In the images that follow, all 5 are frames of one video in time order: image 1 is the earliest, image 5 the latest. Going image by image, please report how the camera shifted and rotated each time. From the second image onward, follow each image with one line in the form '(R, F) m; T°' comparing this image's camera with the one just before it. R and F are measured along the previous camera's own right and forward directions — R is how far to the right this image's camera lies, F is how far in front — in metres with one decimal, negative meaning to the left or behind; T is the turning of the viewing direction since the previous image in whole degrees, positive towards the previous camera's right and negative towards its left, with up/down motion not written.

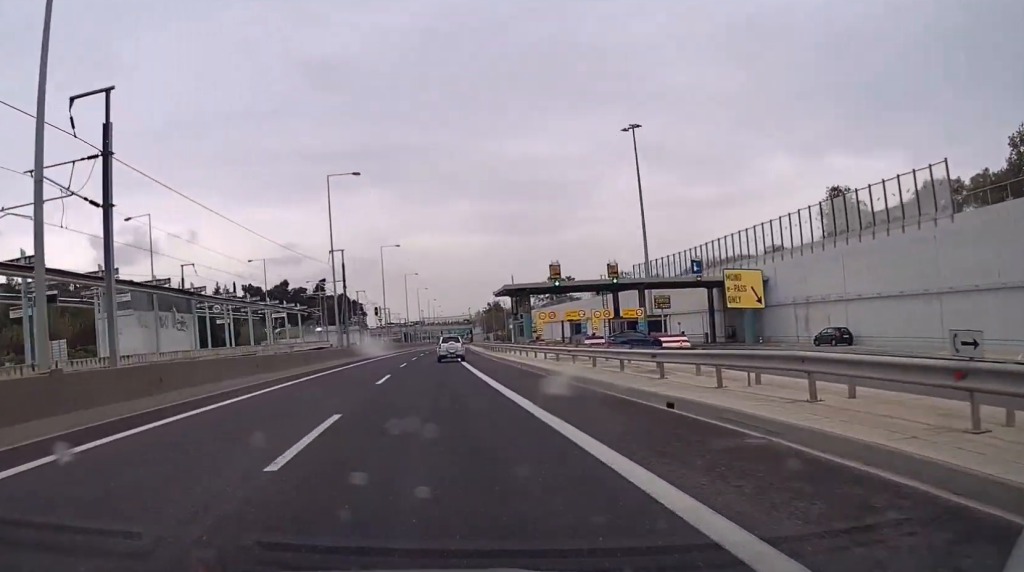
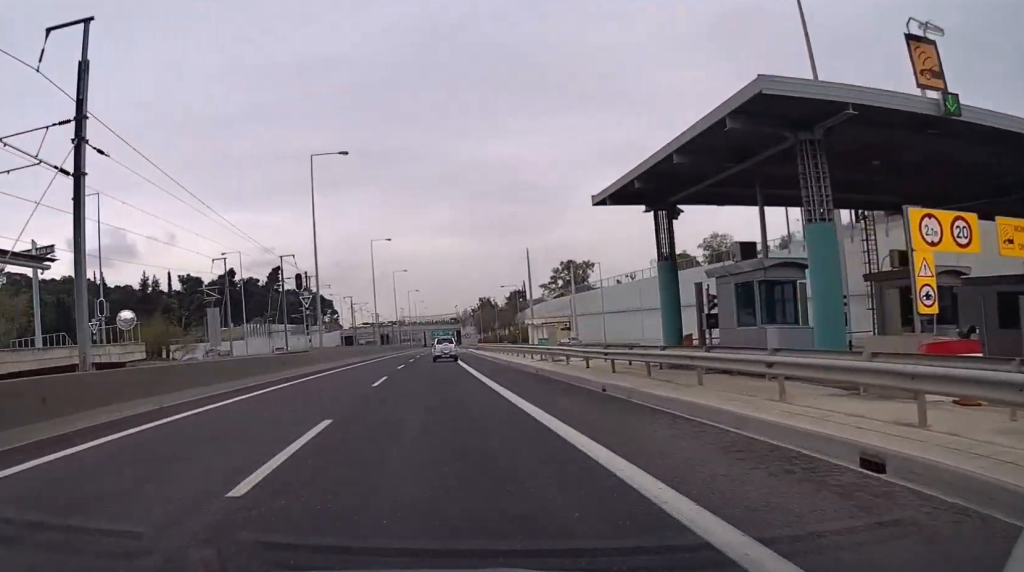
(+0.3, +55.3) m; +1°
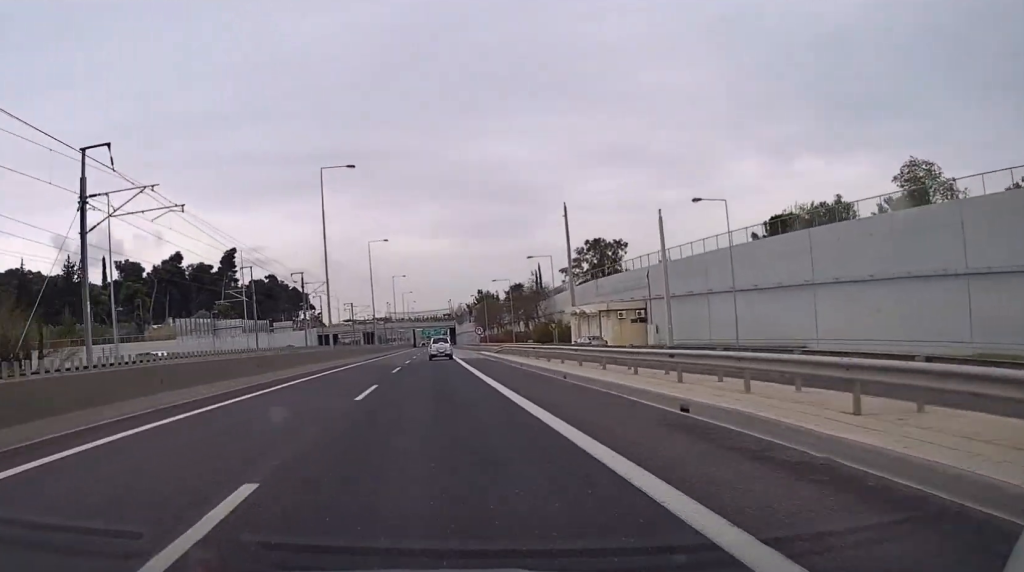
(+0.5, +42.5) m; +1°
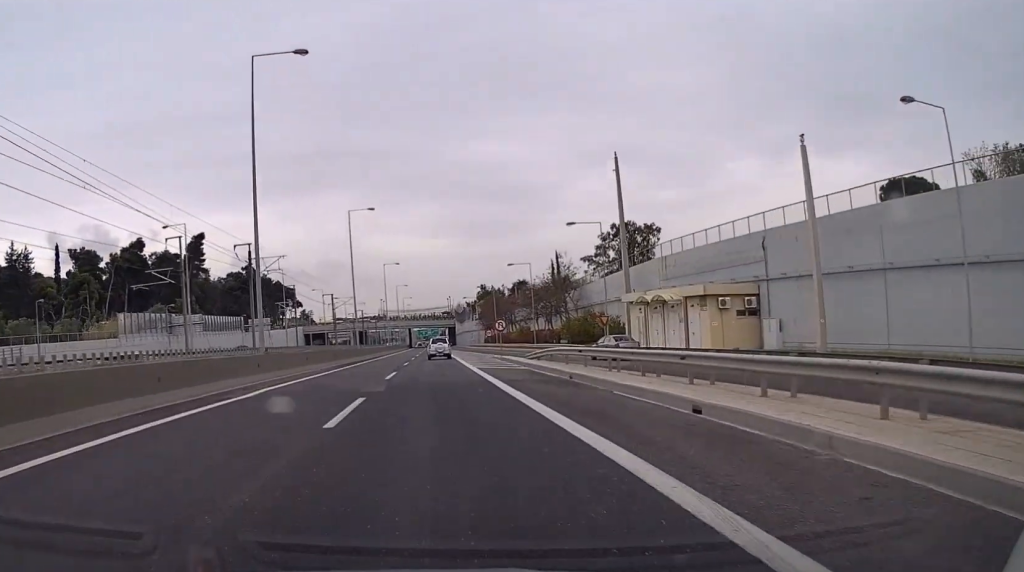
(+0.1, +24.7) m; 0°
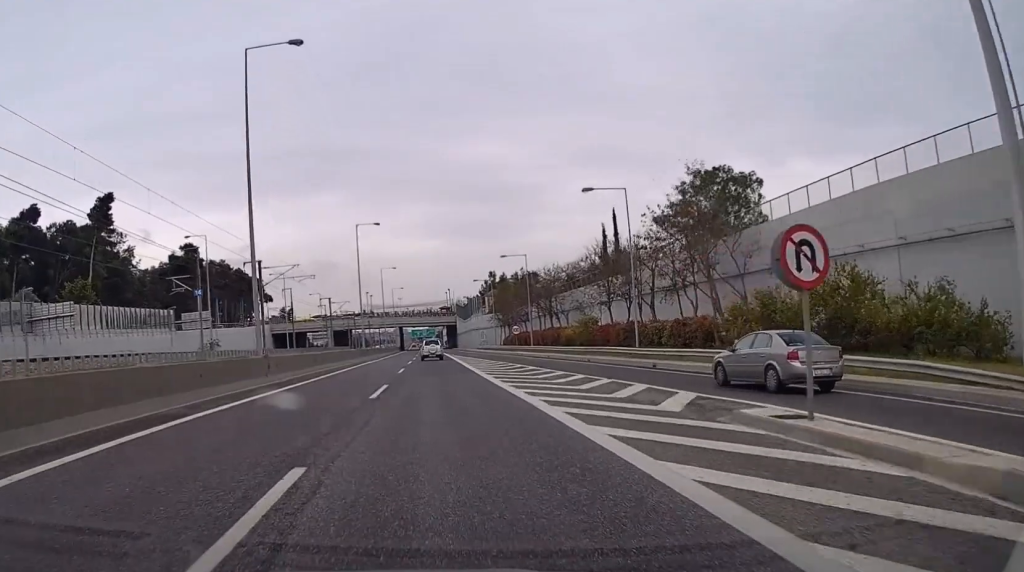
(+0.1, +45.2) m; 0°
